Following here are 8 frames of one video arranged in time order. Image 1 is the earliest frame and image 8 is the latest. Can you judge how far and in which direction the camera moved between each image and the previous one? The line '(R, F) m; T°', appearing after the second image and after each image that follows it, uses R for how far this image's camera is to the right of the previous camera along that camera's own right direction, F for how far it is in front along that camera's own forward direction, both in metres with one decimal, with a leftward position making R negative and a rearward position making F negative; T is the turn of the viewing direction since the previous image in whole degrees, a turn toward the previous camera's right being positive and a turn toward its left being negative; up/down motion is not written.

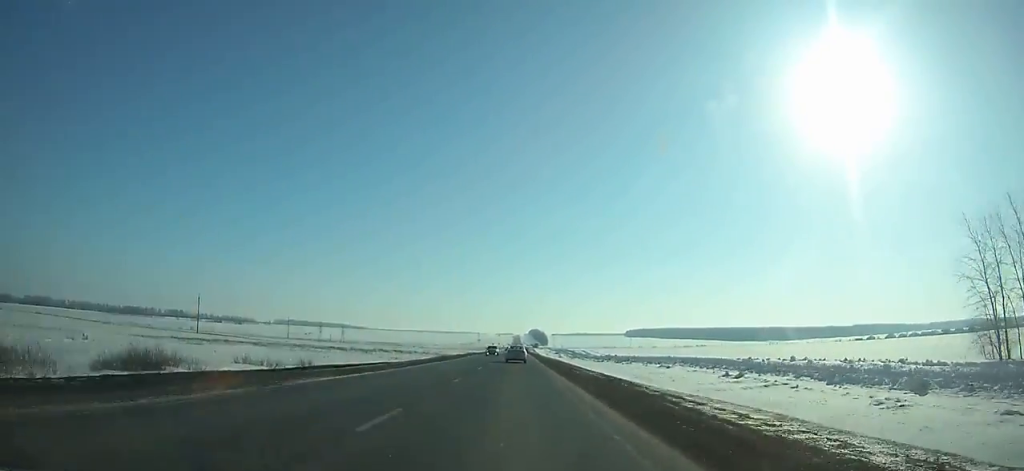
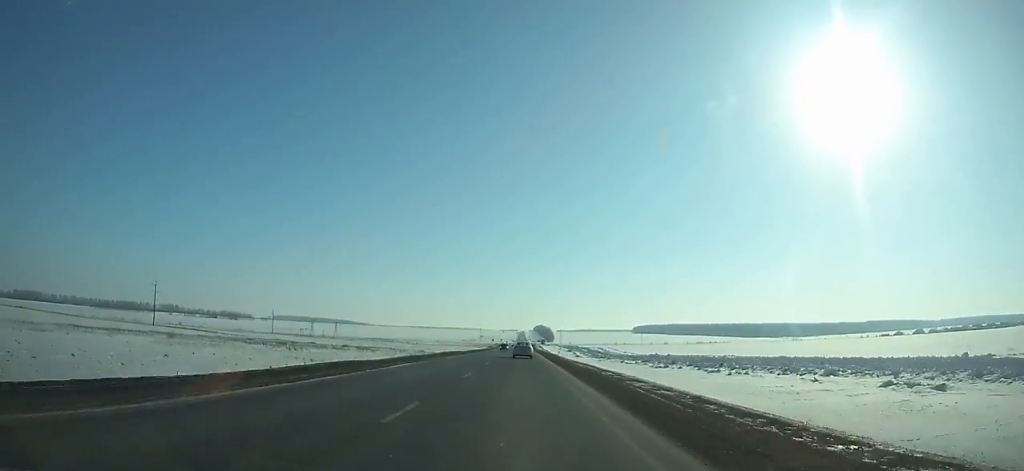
(+0.1, +46.9) m; 0°
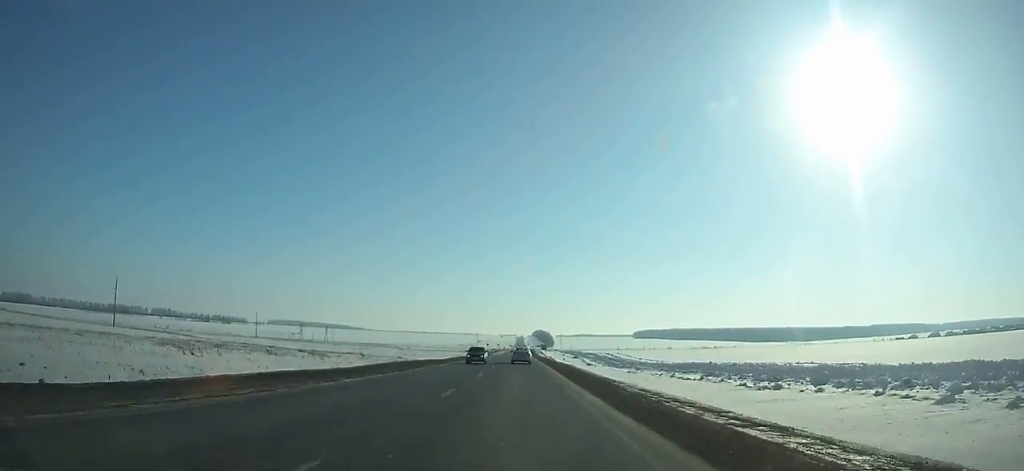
(0.0, +30.2) m; 0°
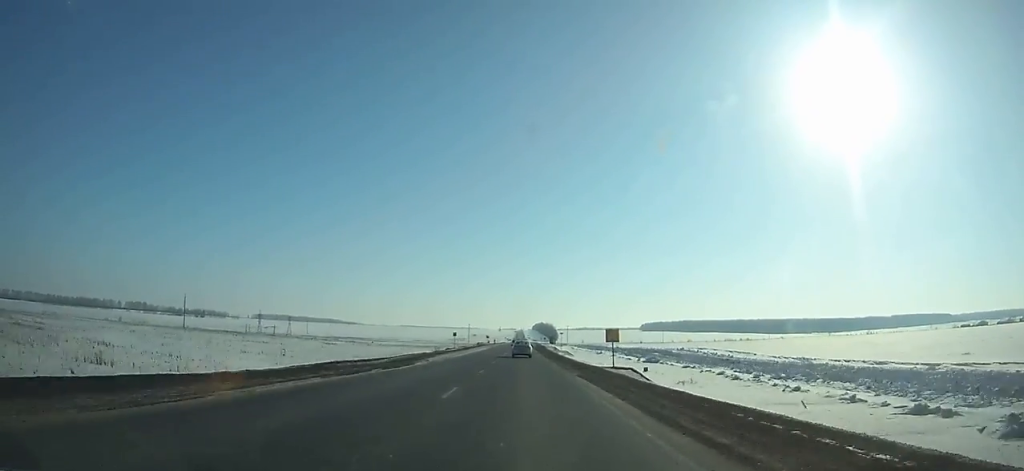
(0.0, +109.1) m; 0°
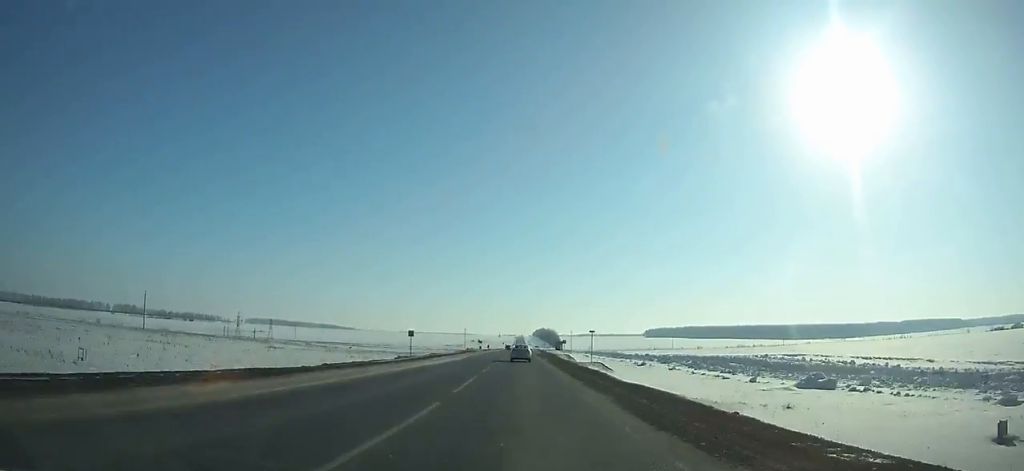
(0.0, +43.5) m; 0°
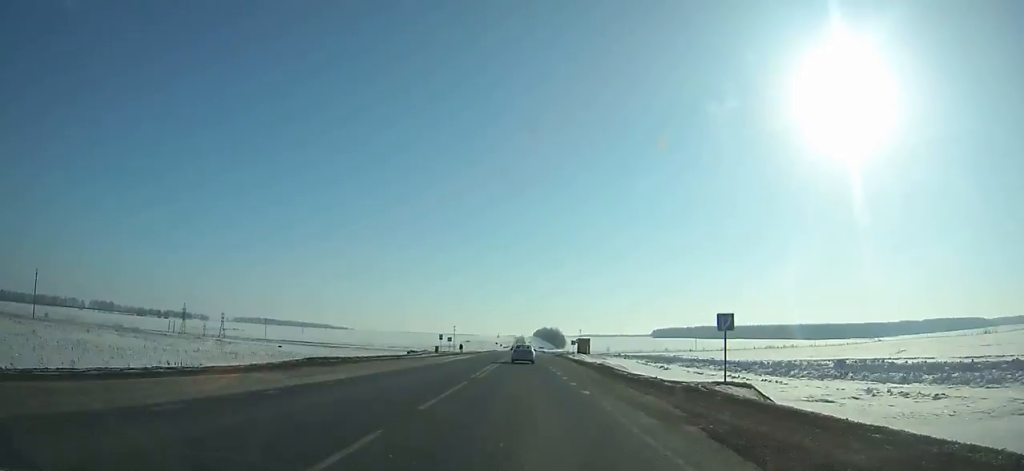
(+0.1, +86.5) m; 0°
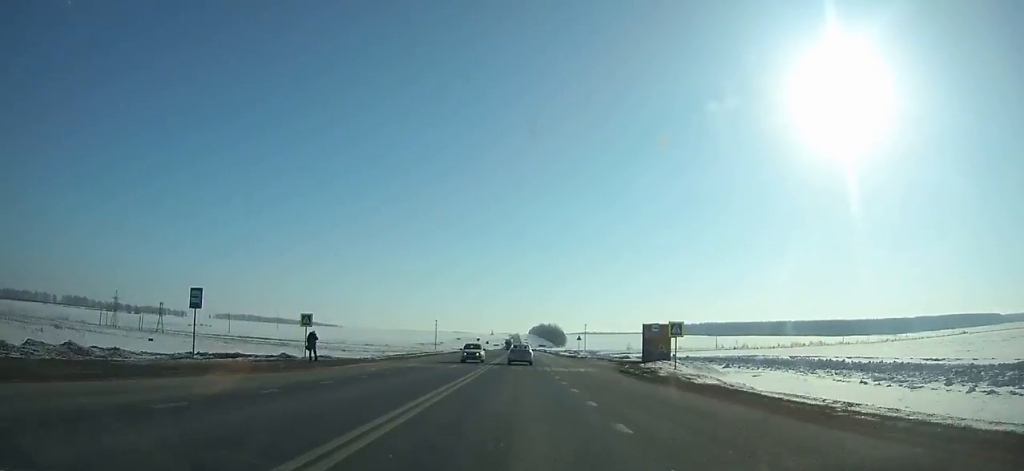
(+0.1, +75.1) m; 0°
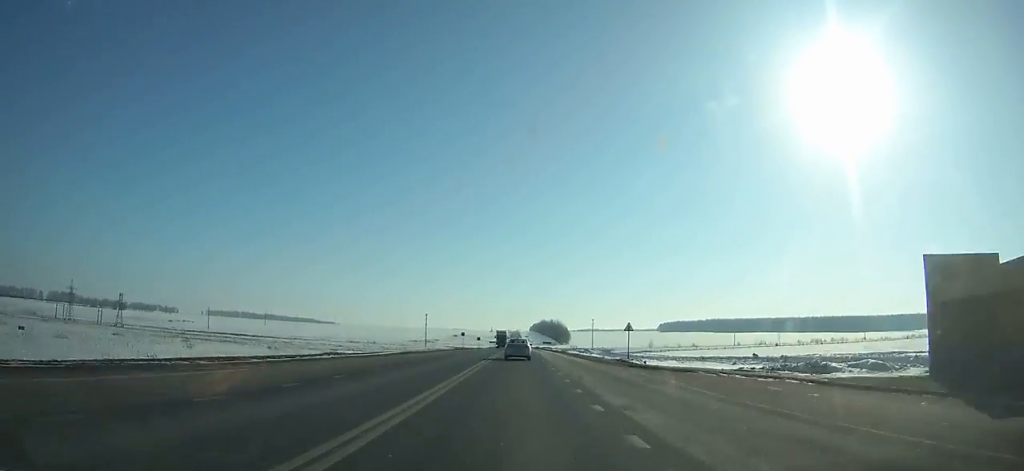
(0.0, +42.0) m; 0°
